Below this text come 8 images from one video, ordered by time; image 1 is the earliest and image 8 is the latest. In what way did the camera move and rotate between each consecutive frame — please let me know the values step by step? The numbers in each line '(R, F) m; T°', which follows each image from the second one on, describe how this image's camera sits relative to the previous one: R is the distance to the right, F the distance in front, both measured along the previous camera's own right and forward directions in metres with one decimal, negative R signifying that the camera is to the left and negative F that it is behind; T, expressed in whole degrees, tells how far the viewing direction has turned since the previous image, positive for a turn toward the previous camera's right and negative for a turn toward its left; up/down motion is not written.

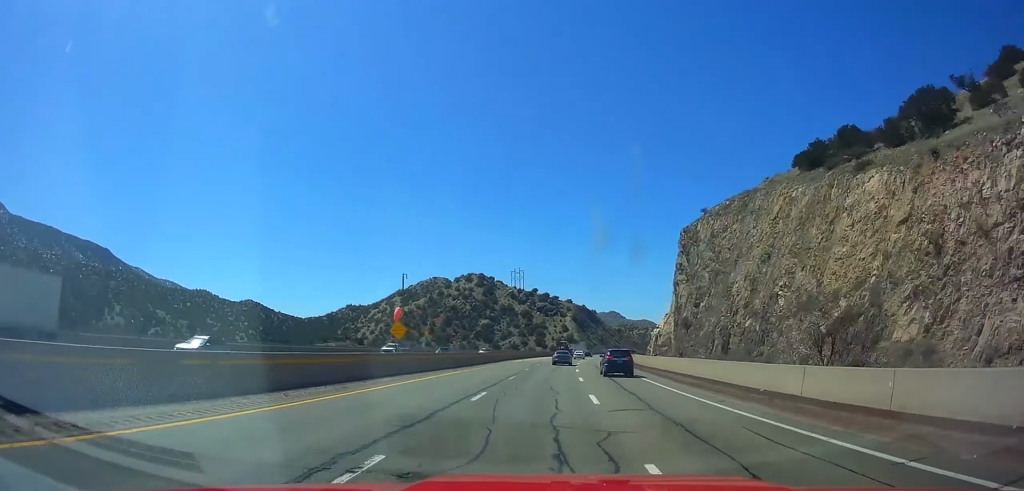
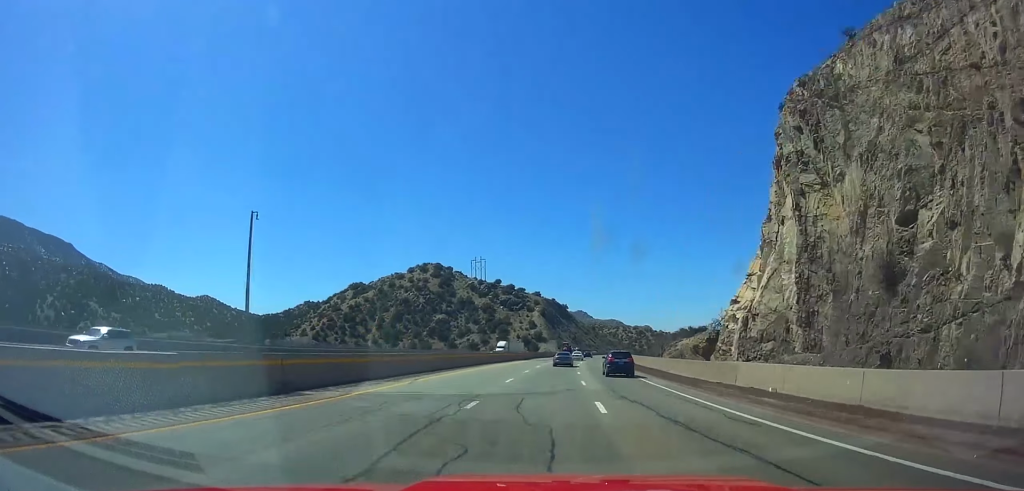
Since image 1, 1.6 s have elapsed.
(+1.3, +48.9) m; +4°
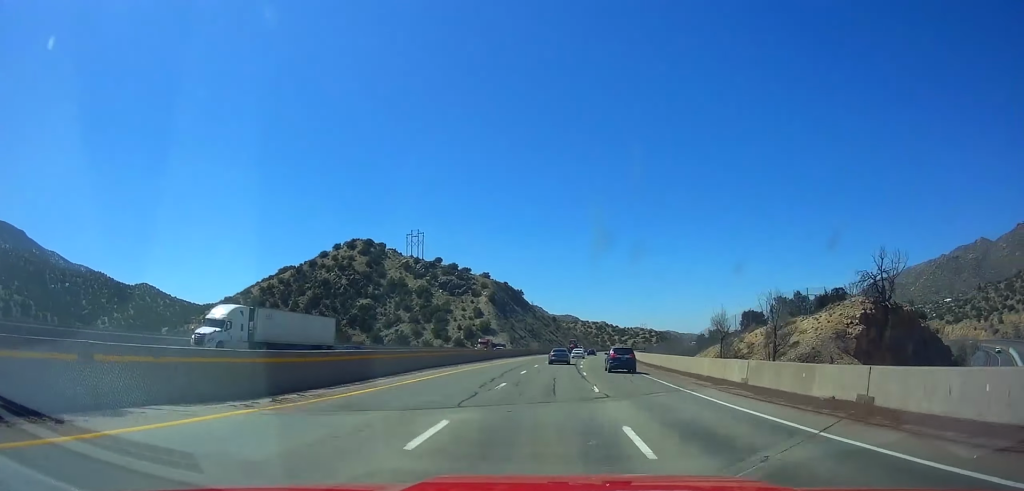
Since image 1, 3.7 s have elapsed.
(+3.0, +62.0) m; +5°
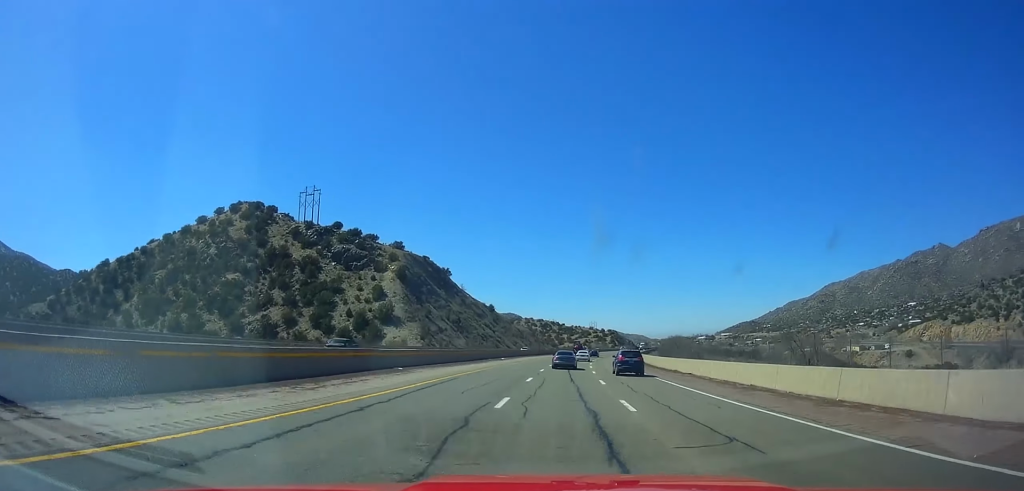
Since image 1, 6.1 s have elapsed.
(+3.2, +69.5) m; +5°
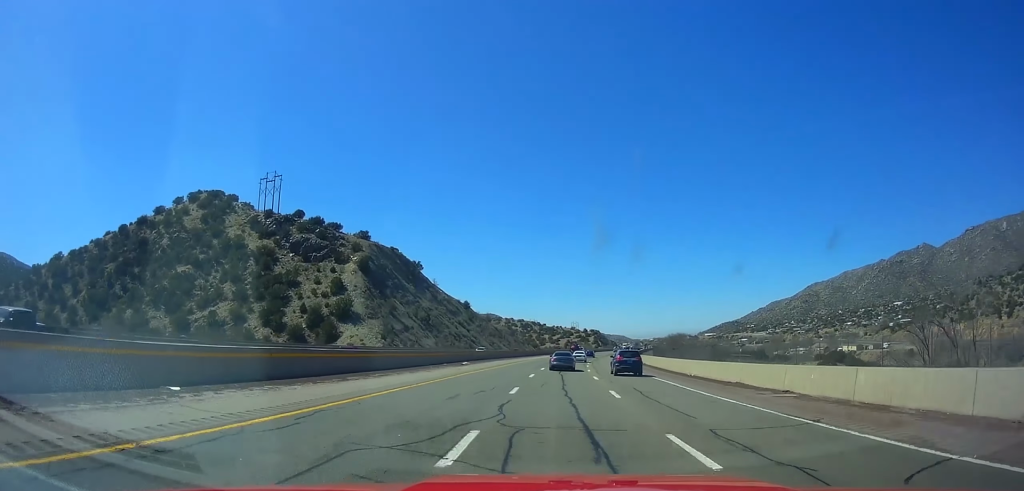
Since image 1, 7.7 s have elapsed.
(+0.8, +45.8) m; +4°
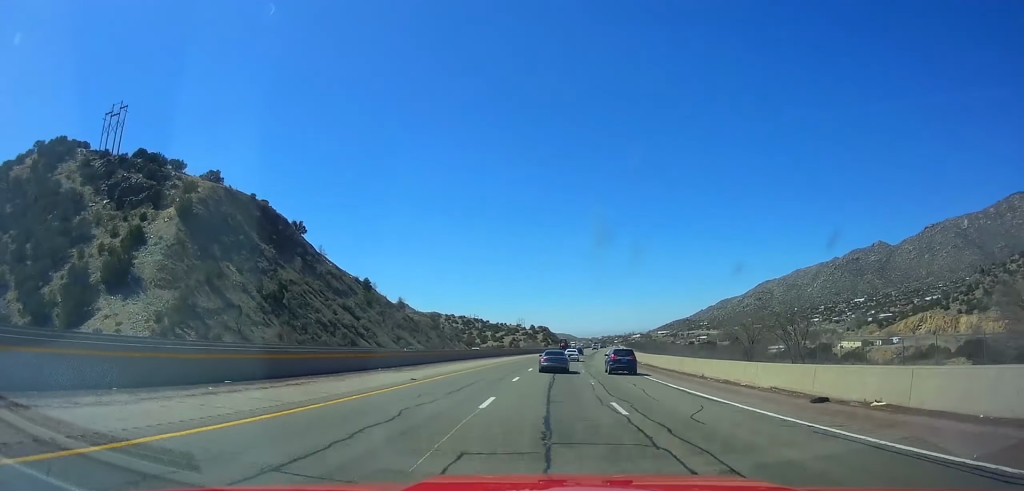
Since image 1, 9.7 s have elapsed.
(+2.8, +59.6) m; +4°
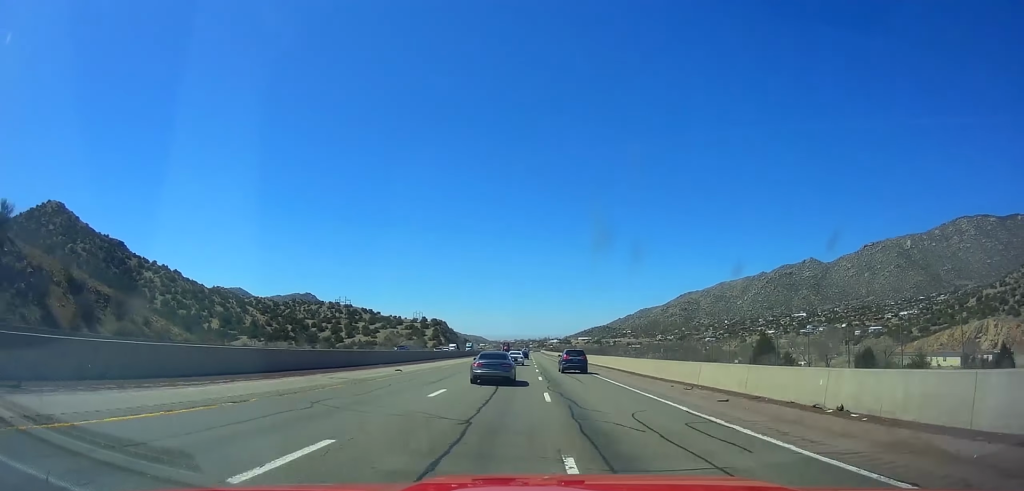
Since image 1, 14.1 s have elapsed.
(+10.7, +135.7) m; +8°
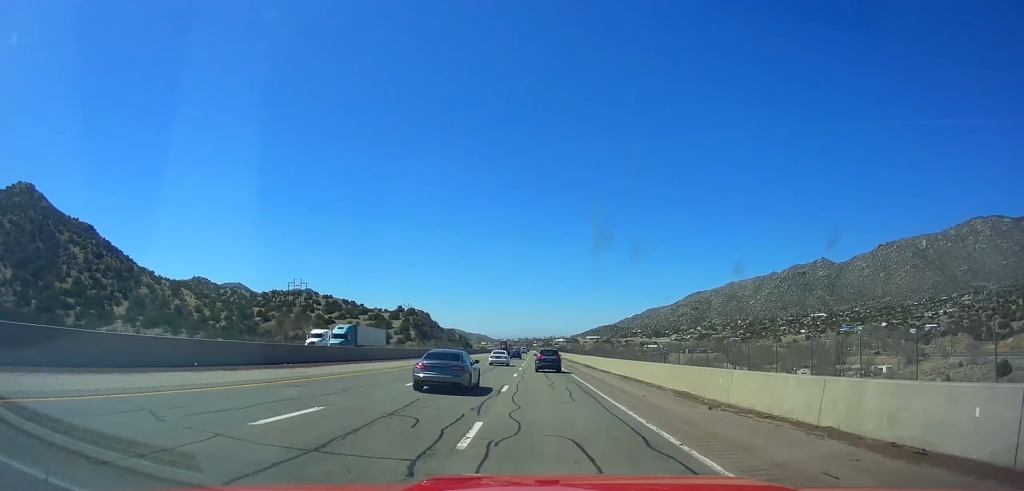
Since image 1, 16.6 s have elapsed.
(+3.0, +80.7) m; +1°
